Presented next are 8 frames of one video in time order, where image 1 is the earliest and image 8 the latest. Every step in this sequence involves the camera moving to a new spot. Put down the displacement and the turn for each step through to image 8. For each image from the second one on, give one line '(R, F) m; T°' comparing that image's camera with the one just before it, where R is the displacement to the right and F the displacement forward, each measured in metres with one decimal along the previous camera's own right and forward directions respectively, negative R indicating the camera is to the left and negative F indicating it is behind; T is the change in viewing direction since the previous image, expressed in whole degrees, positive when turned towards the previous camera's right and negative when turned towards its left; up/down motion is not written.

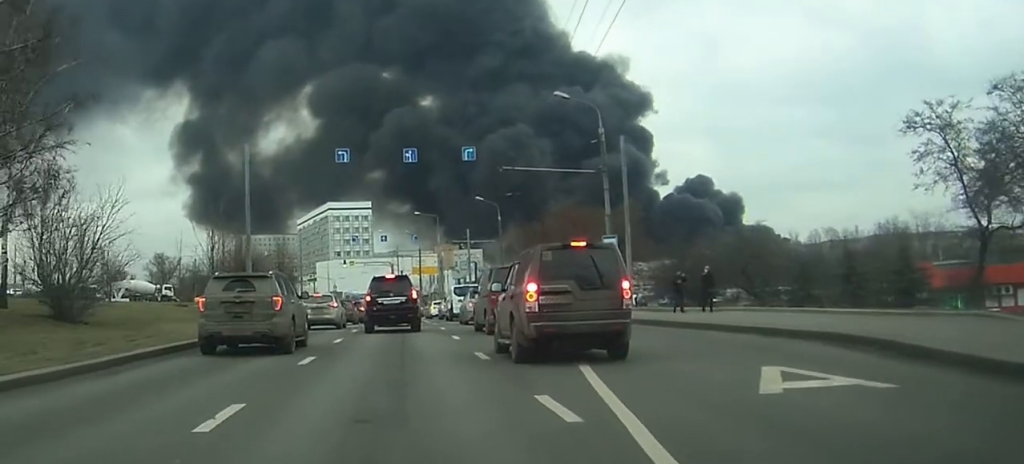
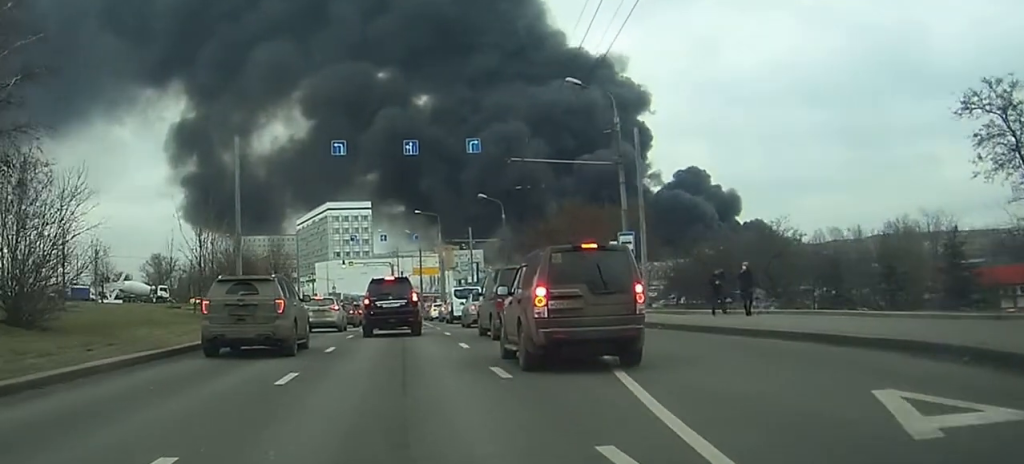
(0.0, +2.5) m; -1°
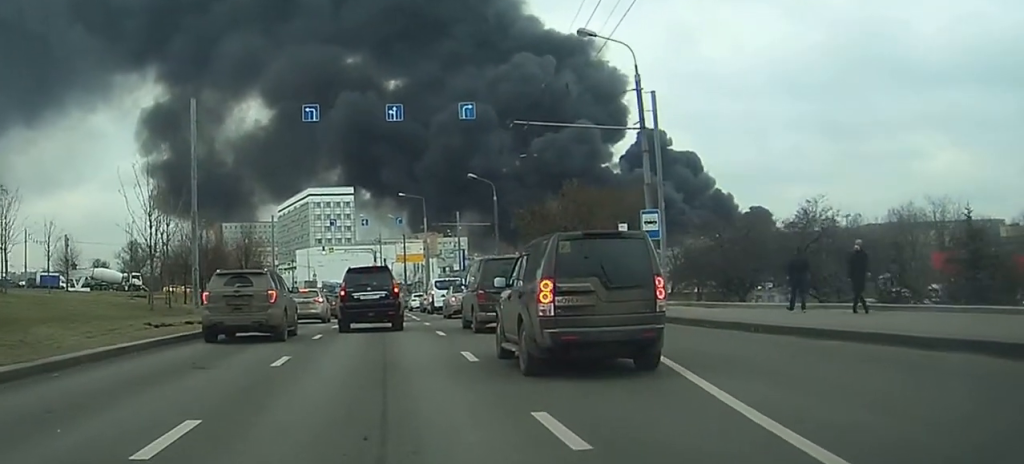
(0.0, +6.9) m; 0°
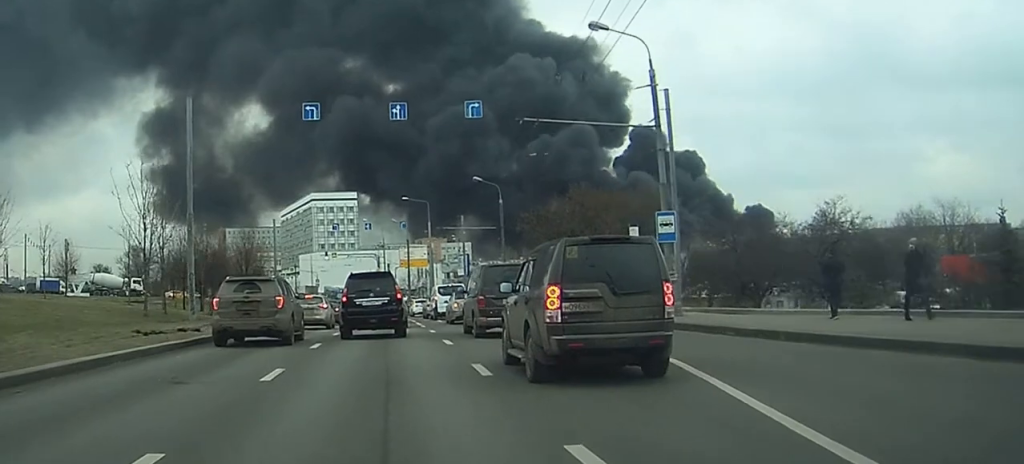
(0.0, +2.1) m; 0°
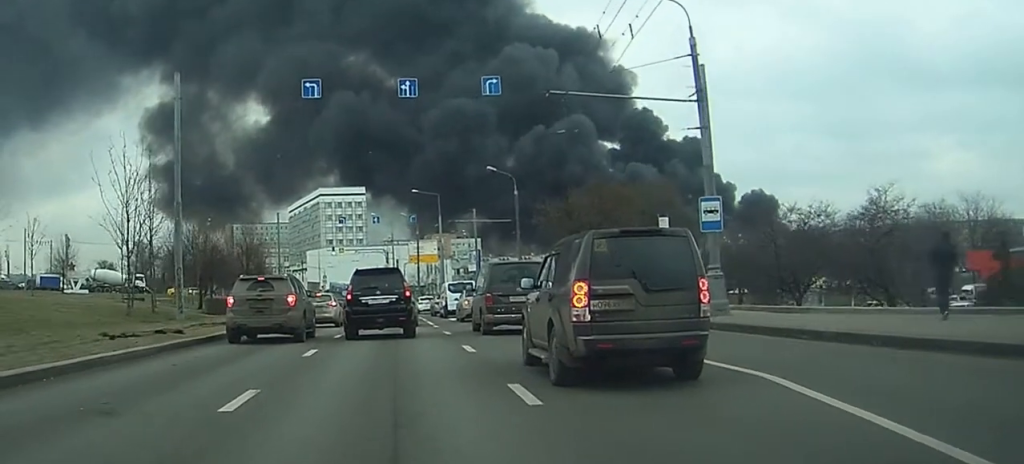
(0.0, +3.9) m; -1°
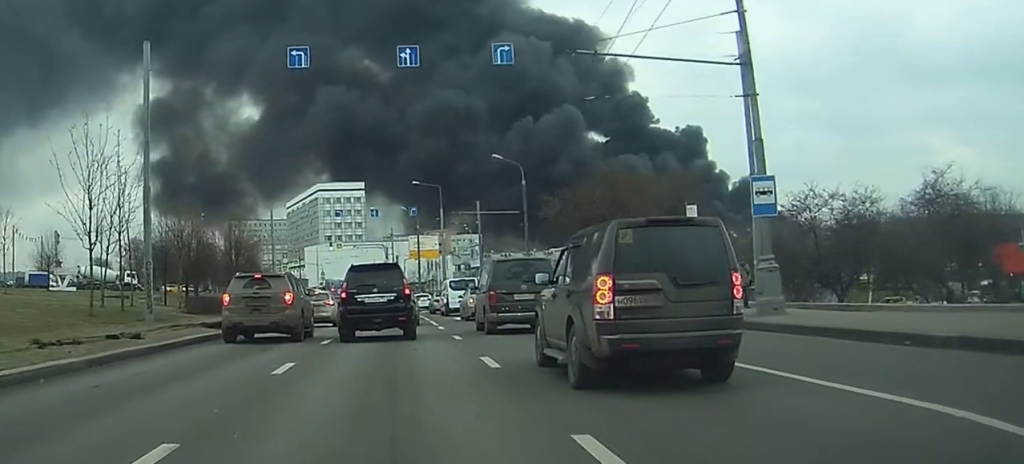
(0.0, +3.7) m; +1°
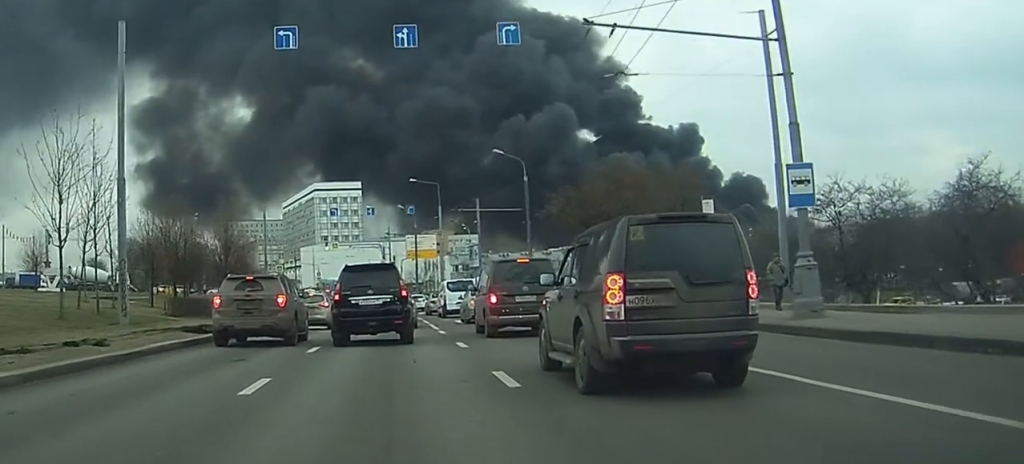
(0.0, +2.1) m; 0°
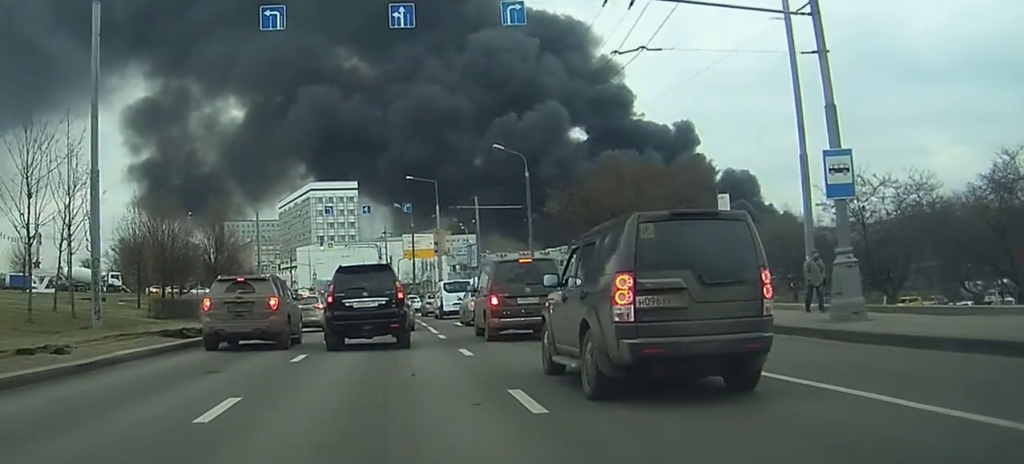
(0.0, +1.9) m; 0°
